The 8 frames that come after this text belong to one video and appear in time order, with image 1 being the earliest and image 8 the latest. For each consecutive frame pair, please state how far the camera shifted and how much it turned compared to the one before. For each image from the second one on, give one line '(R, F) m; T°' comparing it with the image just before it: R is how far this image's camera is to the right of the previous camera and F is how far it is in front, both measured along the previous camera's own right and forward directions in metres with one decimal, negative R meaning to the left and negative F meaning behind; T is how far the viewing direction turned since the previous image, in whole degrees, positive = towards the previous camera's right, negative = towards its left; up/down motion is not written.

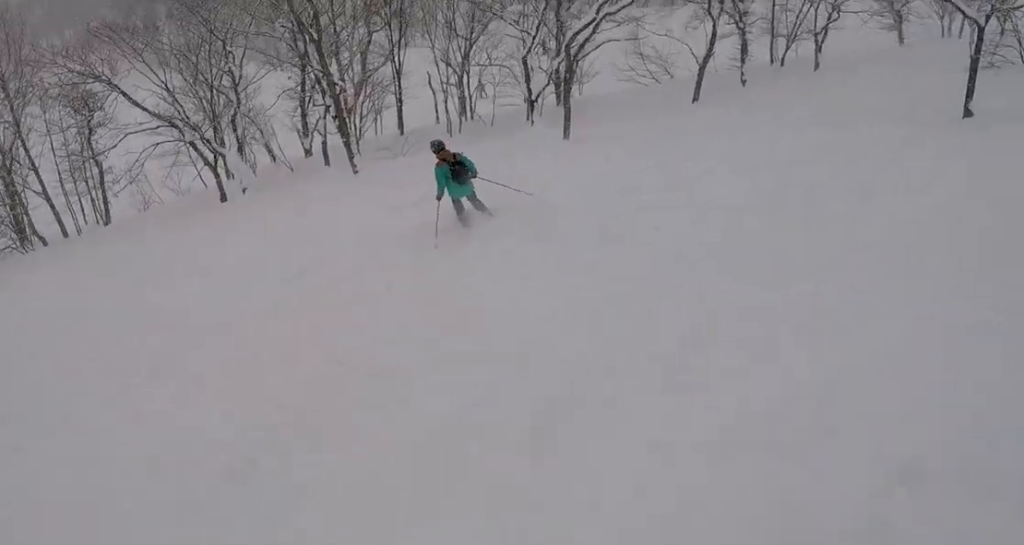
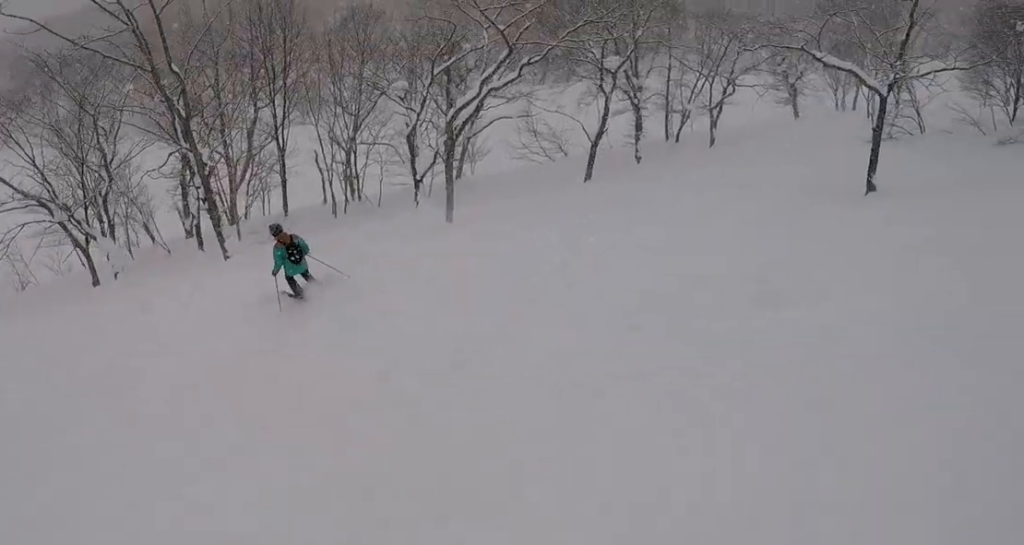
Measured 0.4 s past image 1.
(0.0, +1.5) m; -9°
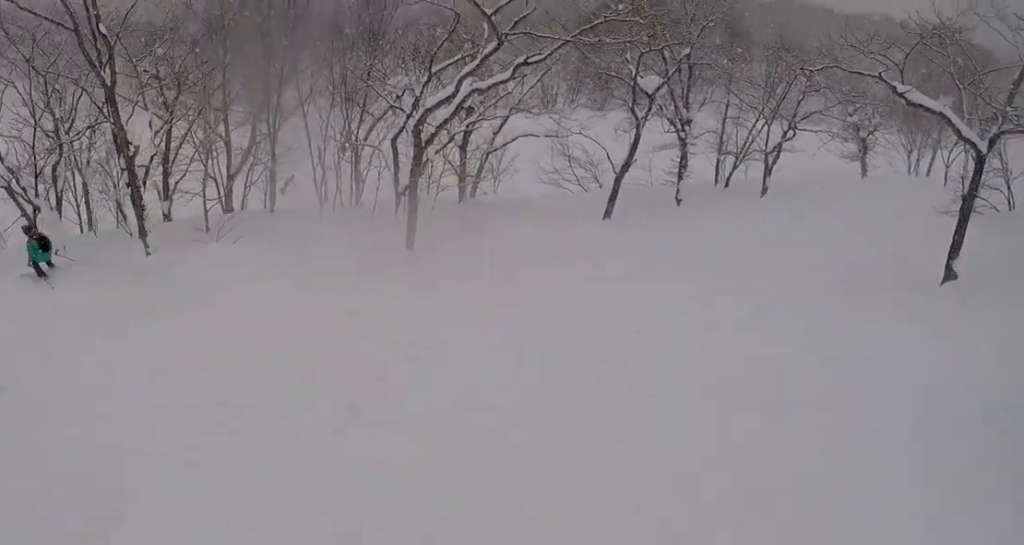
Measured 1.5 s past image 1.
(-1.0, +3.8) m; -31°
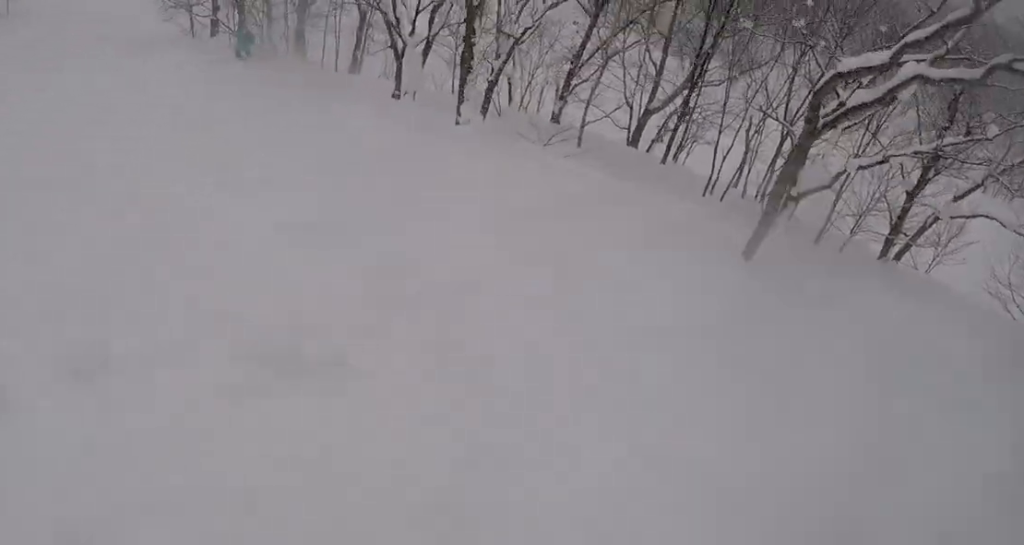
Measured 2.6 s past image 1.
(-1.0, +4.1) m; -26°
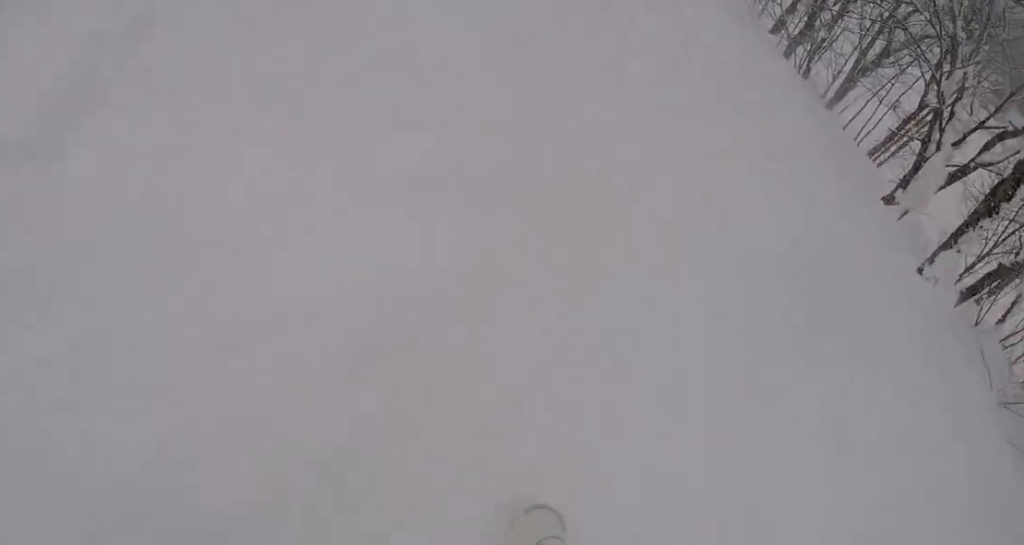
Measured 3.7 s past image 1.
(-1.0, +4.7) m; -39°
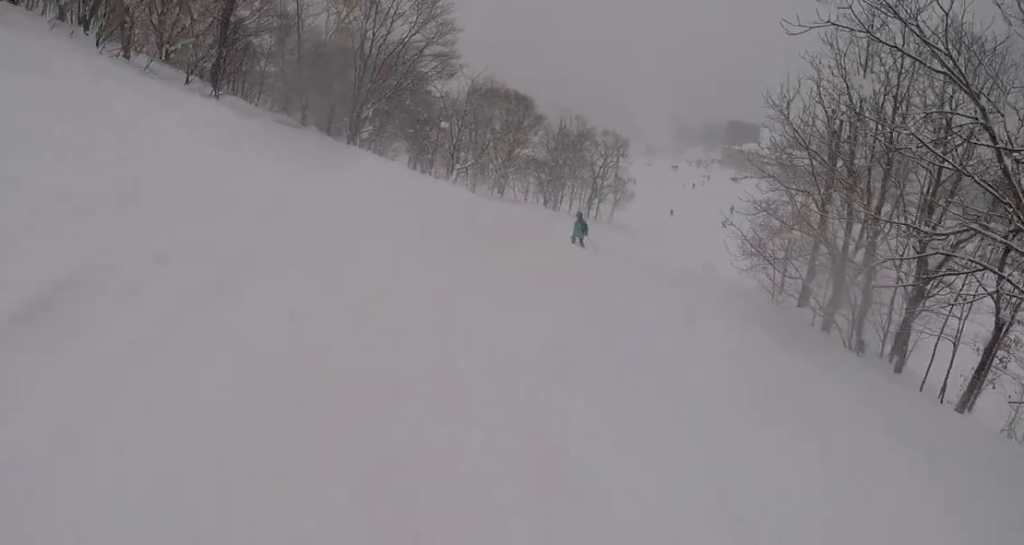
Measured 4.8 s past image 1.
(-2.2, +4.3) m; -34°
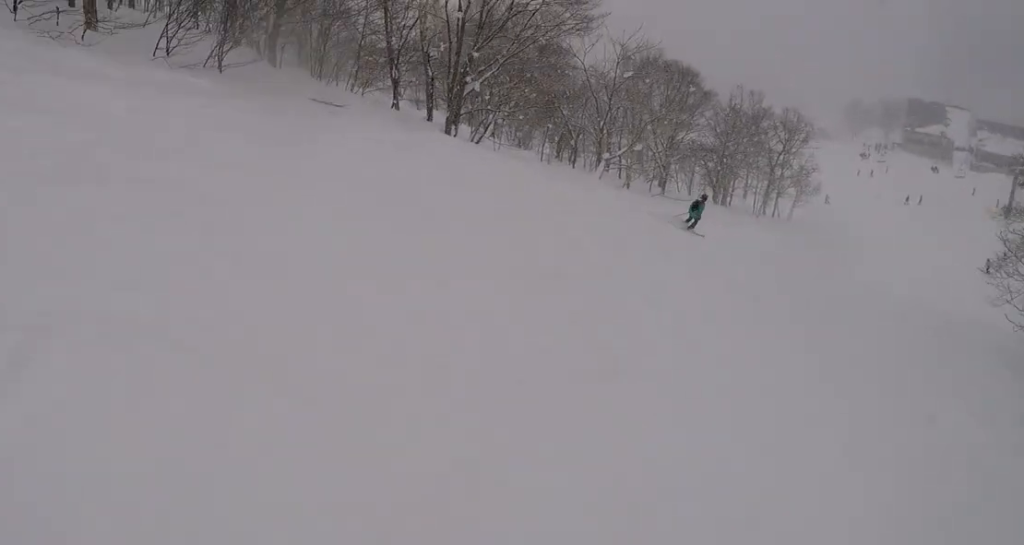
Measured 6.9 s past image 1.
(-0.4, +10.0) m; -2°
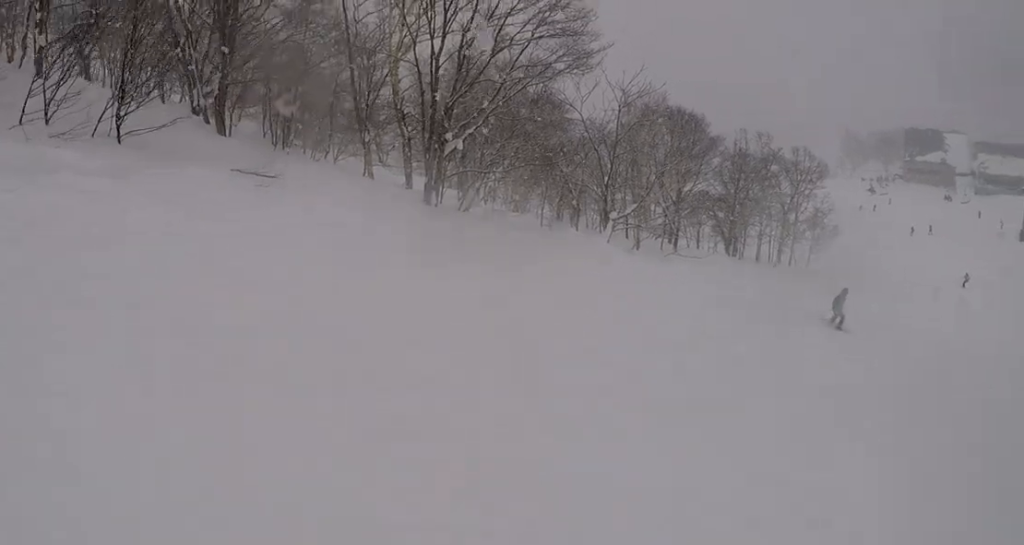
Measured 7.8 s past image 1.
(0.0, +4.5) m; -8°
